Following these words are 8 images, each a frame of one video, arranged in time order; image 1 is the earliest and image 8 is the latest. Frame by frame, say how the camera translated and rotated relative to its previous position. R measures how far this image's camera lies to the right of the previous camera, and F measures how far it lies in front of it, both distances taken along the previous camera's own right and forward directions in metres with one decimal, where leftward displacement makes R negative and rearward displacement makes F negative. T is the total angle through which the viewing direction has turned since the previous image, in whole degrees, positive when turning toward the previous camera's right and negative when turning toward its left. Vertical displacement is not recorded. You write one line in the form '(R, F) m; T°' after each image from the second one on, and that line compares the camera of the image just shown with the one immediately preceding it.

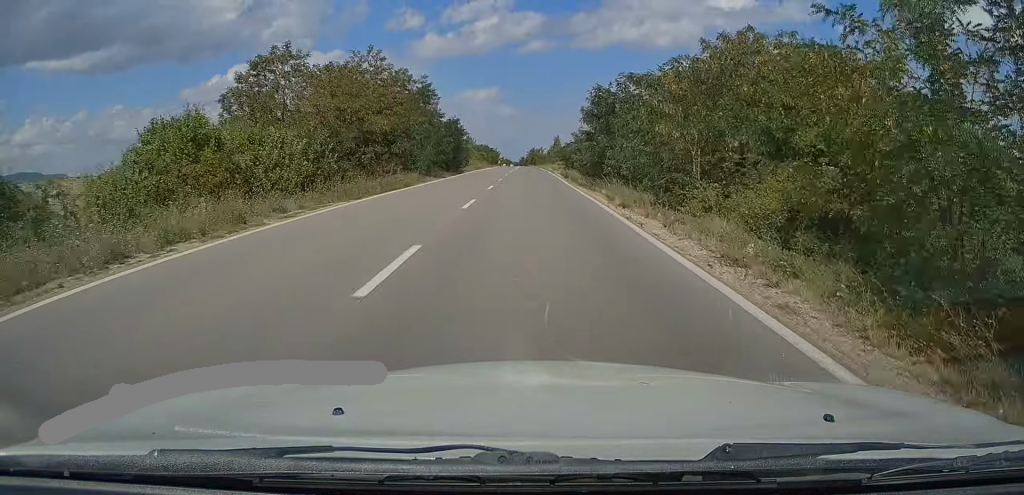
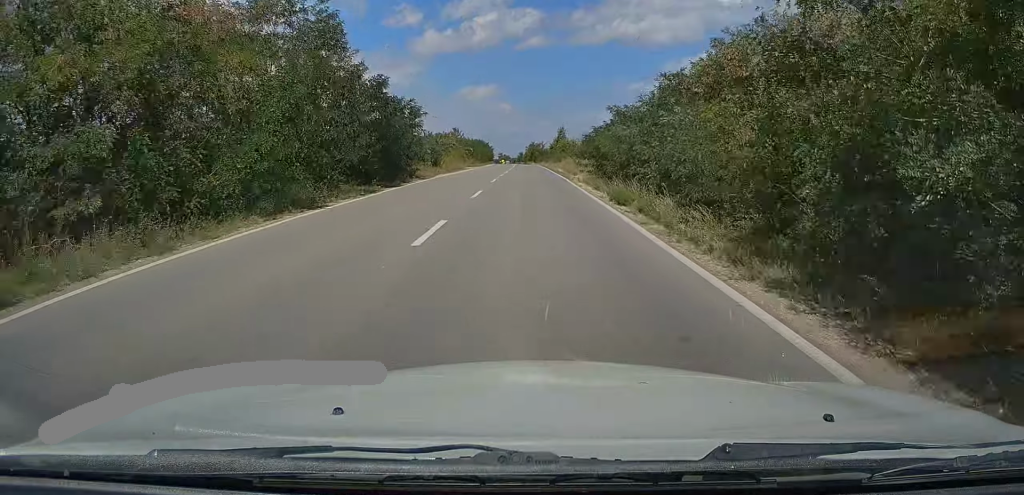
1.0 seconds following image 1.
(0.0, +24.0) m; 0°
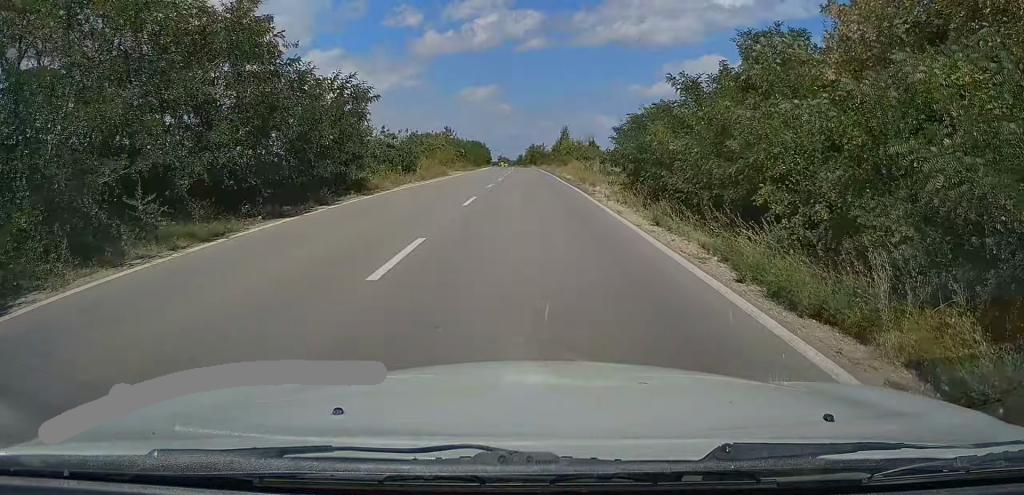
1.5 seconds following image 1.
(0.0, +11.2) m; 0°
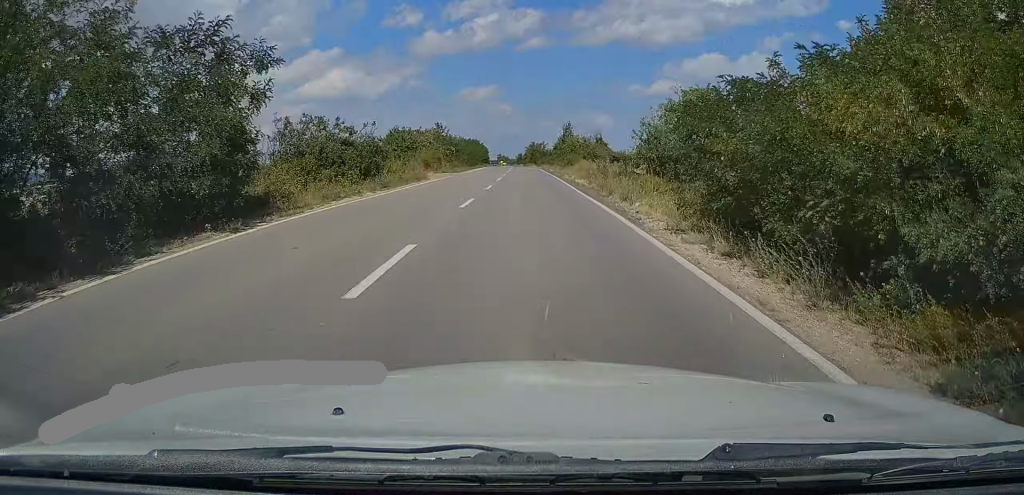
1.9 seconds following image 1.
(0.0, +9.7) m; 0°
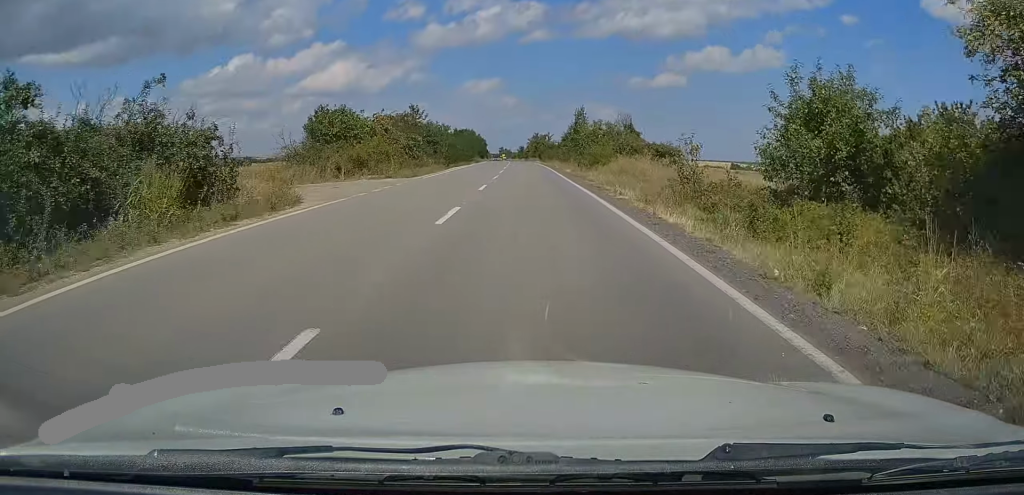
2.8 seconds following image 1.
(0.0, +21.9) m; 0°
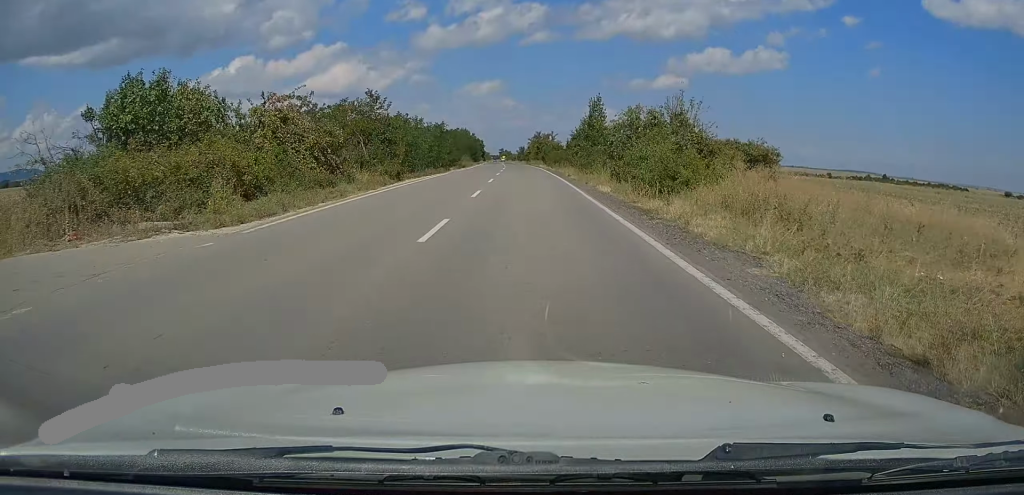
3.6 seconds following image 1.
(0.0, +19.6) m; 0°
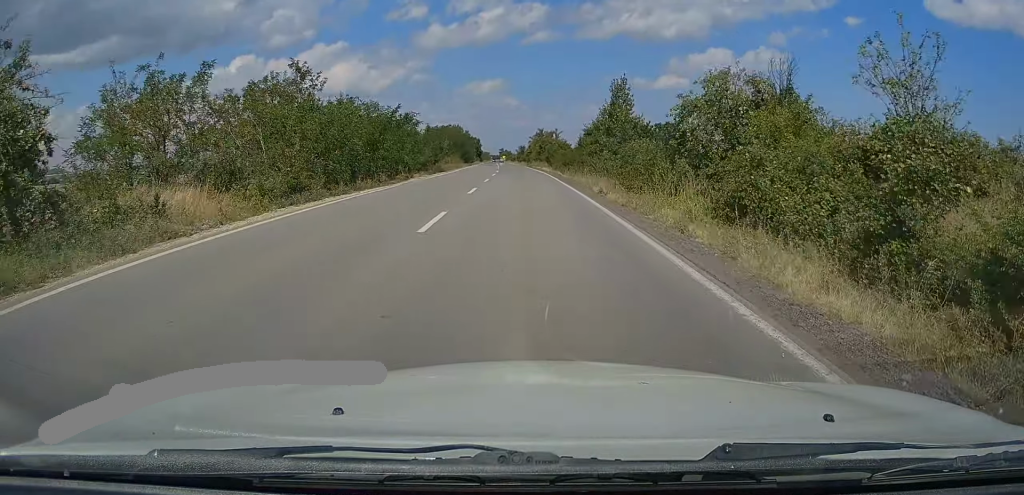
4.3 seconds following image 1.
(+0.1, +17.4) m; 0°
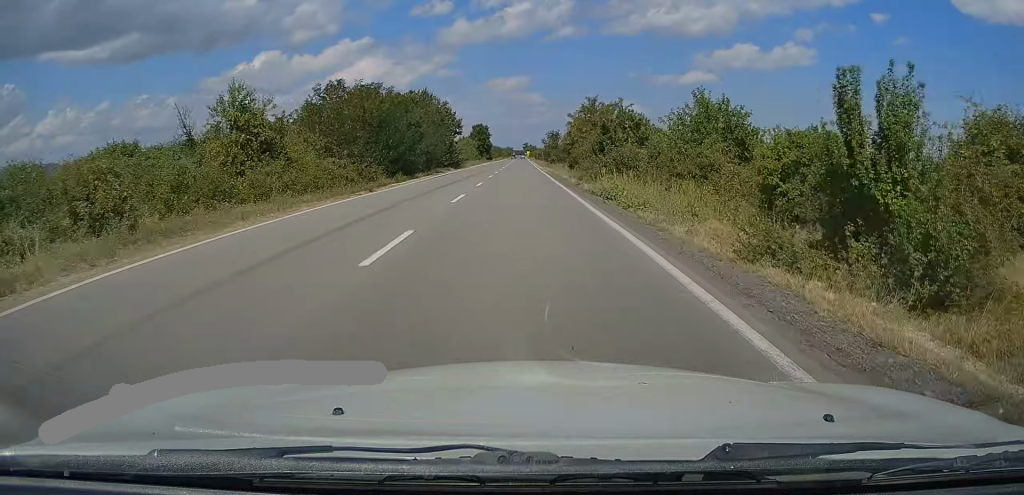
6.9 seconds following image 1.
(-1.0, +65.8) m; -2°
